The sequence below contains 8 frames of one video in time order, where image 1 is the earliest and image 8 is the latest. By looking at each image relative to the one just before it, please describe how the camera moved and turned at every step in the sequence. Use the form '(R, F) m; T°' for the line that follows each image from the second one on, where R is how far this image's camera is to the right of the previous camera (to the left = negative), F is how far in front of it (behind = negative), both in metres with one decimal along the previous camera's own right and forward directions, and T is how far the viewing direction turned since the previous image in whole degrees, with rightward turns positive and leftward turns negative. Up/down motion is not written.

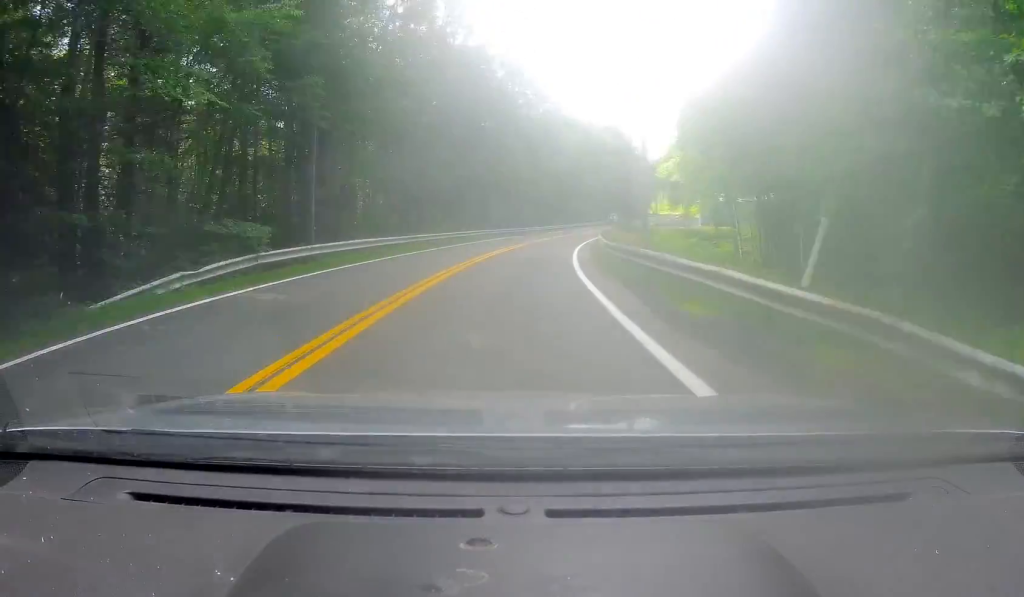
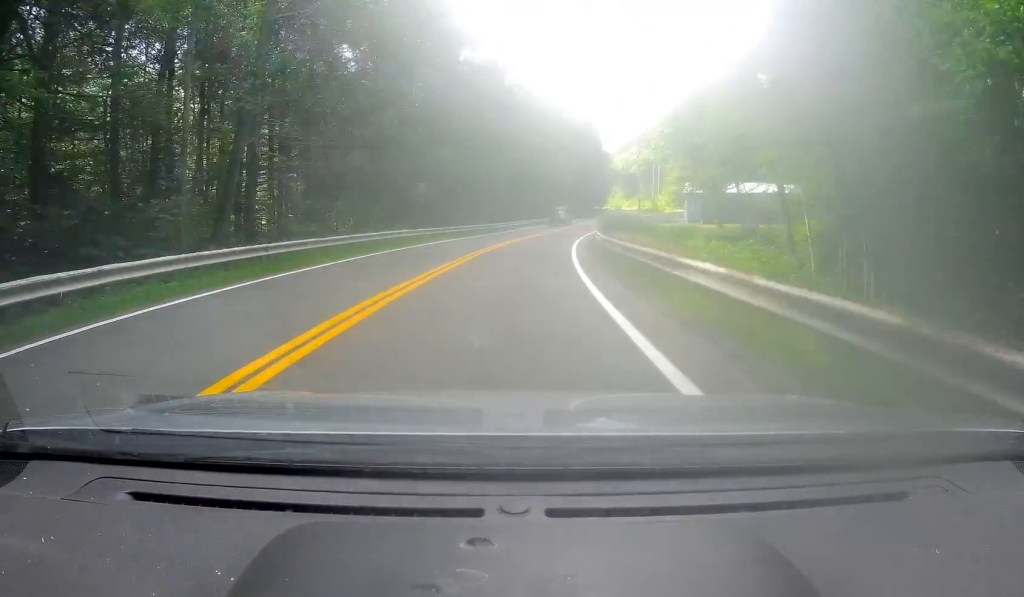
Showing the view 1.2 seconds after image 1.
(-0.2, +21.4) m; +2°
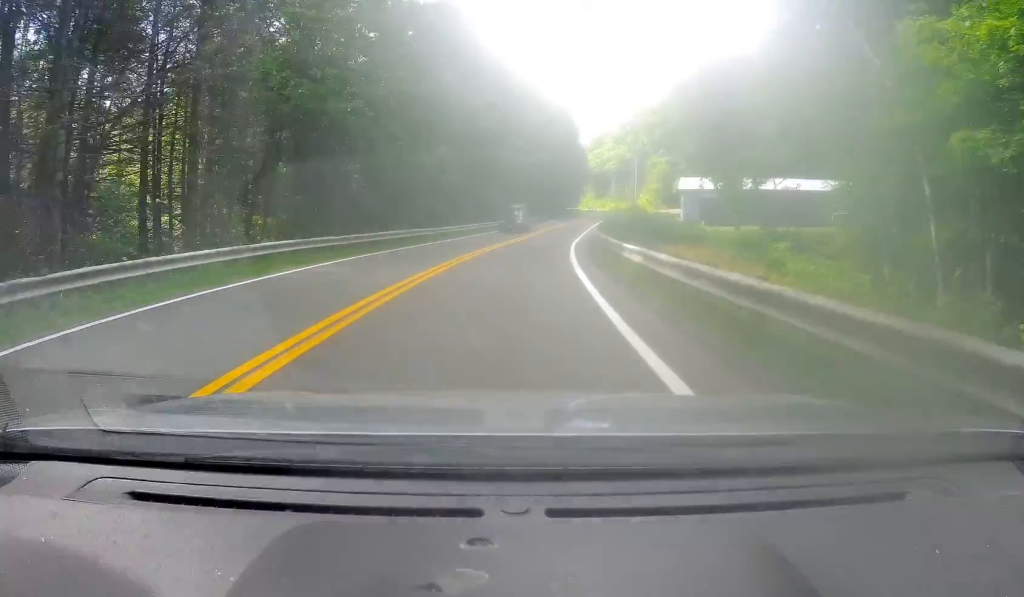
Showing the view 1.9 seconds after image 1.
(+0.2, +12.8) m; +3°
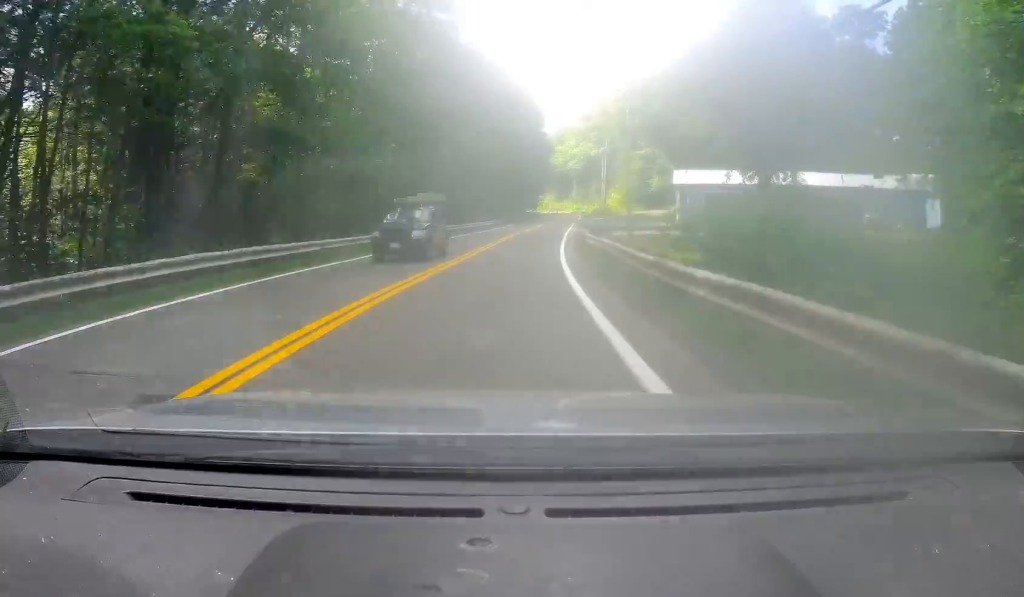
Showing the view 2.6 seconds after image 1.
(+0.5, +14.1) m; +5°
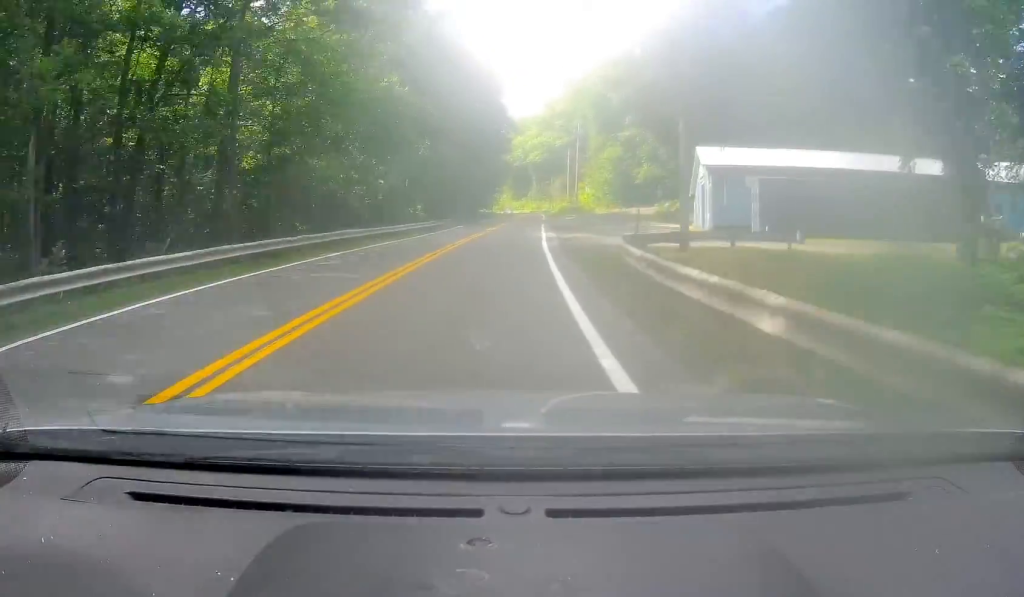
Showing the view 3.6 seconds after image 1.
(+1.1, +18.7) m; +4°
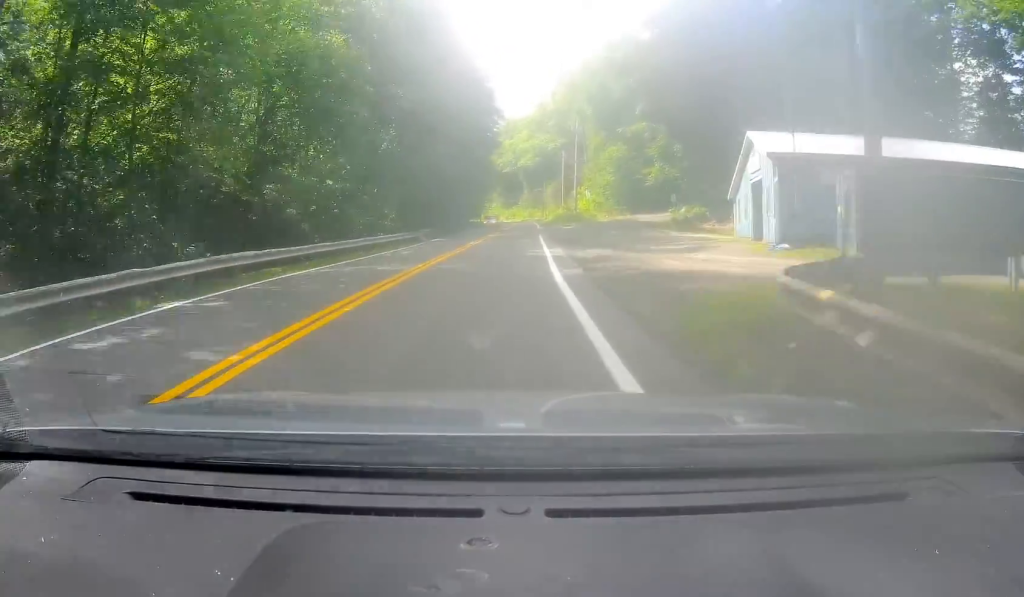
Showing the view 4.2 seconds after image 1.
(+0.2, +10.4) m; +2°
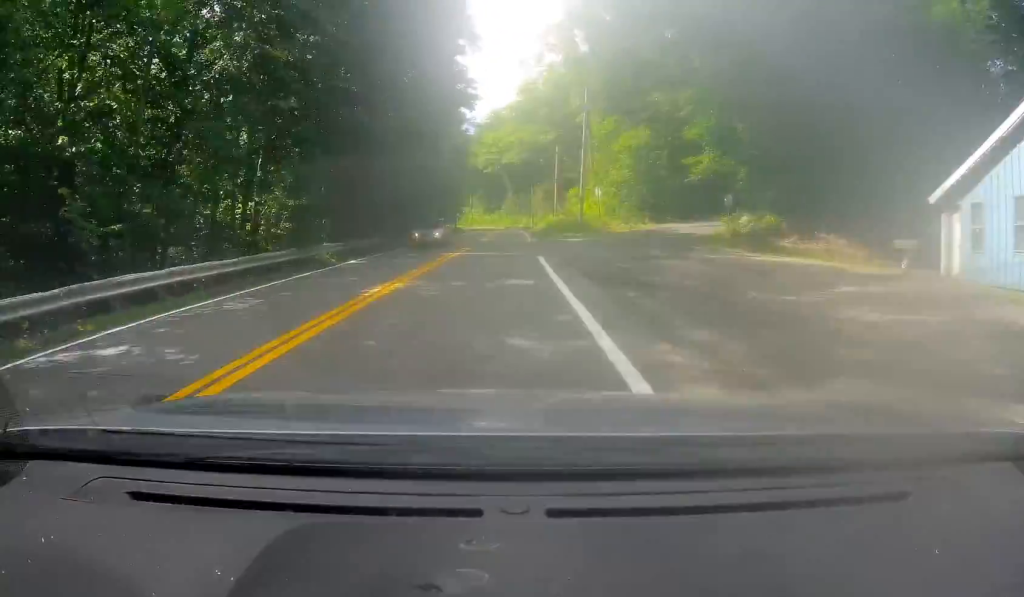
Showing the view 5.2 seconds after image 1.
(+0.3, +20.5) m; +2°
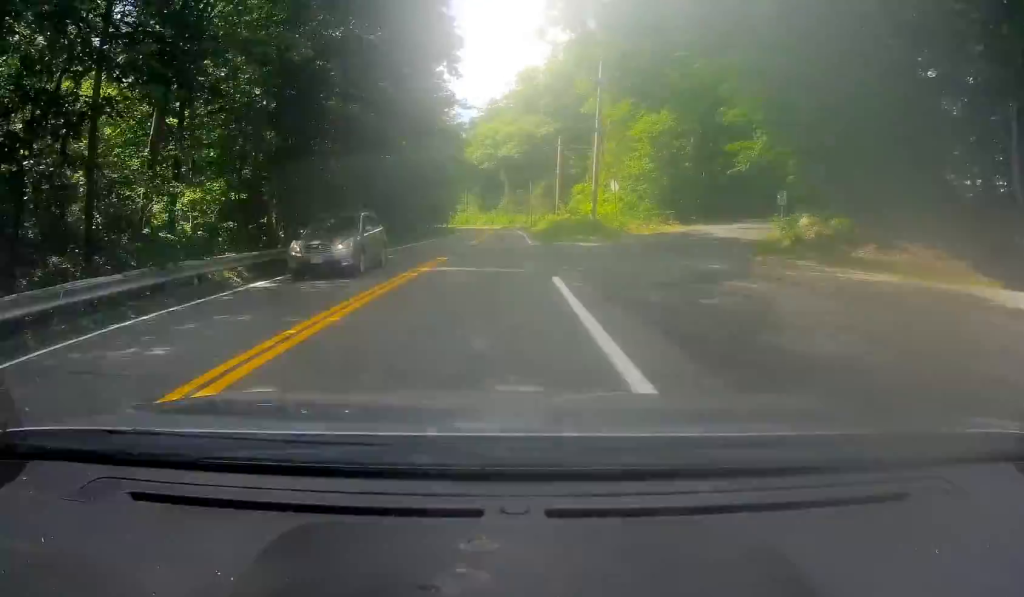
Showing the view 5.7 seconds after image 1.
(+0.3, +9.4) m; +1°
